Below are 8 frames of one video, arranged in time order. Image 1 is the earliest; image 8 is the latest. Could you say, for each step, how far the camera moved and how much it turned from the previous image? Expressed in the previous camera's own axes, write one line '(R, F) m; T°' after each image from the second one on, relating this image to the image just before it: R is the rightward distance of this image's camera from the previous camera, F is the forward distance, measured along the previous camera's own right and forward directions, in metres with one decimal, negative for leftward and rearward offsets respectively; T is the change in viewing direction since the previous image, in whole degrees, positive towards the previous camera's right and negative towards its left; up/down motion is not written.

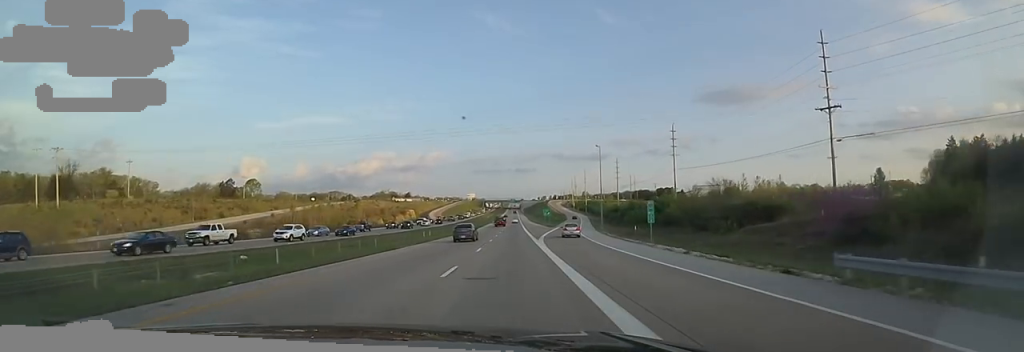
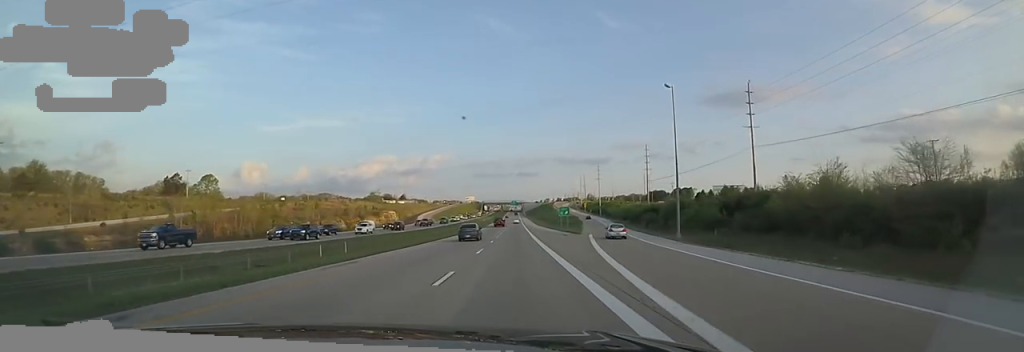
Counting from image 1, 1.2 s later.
(+0.1, +37.2) m; -1°
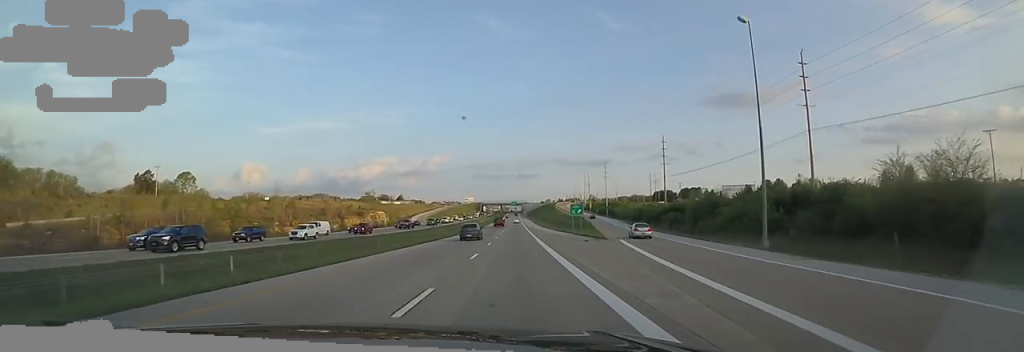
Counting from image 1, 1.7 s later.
(-0.1, +15.7) m; -1°
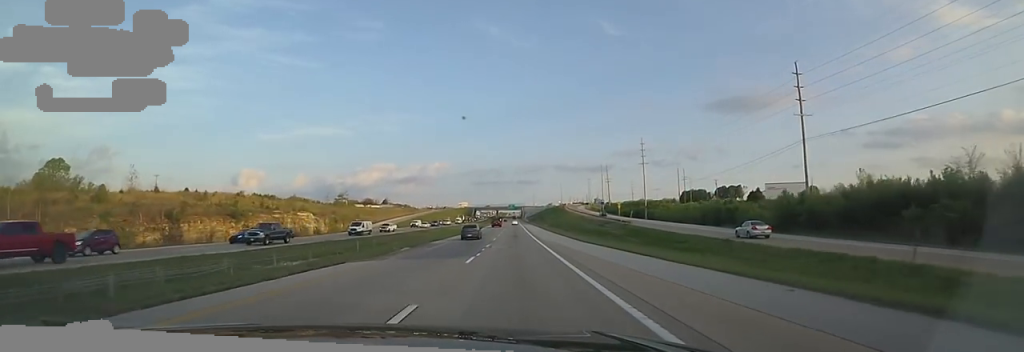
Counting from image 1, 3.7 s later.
(+0.1, +63.5) m; +3°
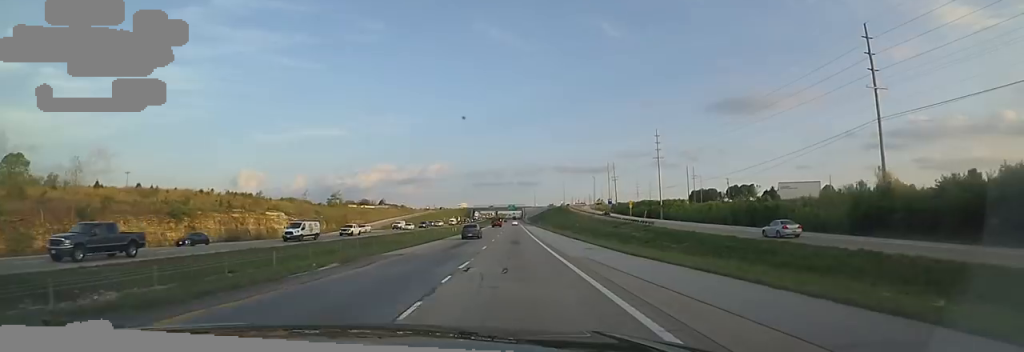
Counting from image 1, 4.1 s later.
(+0.5, +15.0) m; 0°
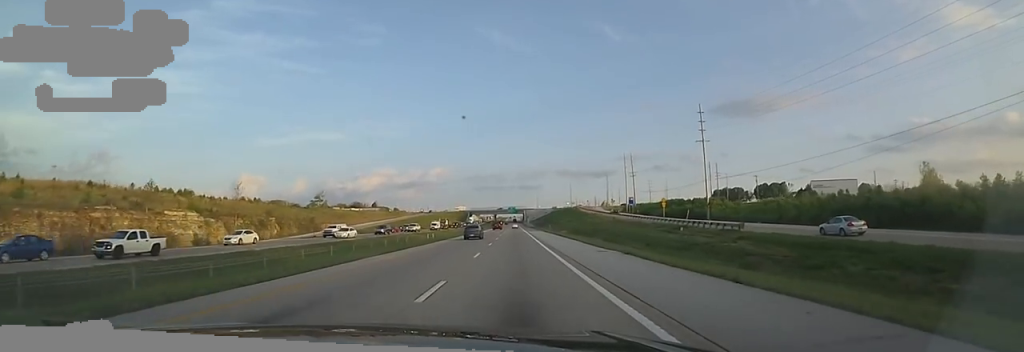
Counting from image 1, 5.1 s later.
(-0.1, +30.7) m; -2°
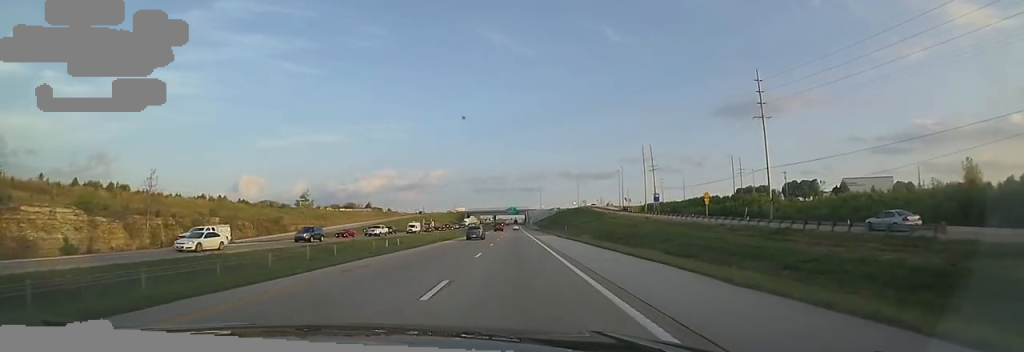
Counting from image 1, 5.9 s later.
(-0.9, +24.1) m; -1°
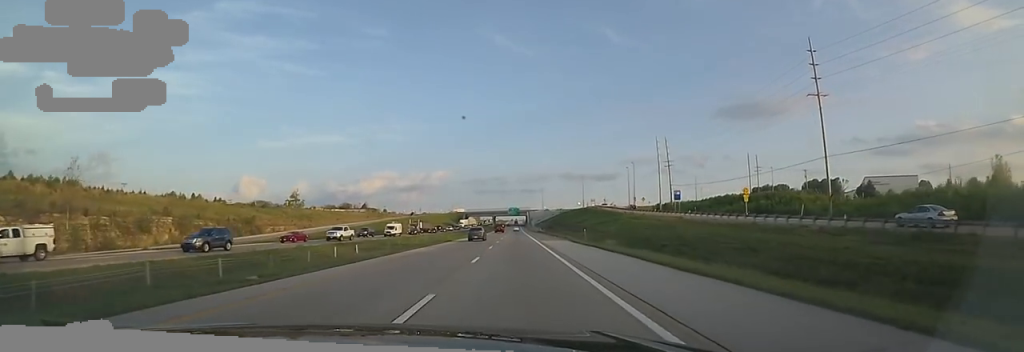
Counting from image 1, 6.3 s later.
(+0.3, +14.4) m; +1°
